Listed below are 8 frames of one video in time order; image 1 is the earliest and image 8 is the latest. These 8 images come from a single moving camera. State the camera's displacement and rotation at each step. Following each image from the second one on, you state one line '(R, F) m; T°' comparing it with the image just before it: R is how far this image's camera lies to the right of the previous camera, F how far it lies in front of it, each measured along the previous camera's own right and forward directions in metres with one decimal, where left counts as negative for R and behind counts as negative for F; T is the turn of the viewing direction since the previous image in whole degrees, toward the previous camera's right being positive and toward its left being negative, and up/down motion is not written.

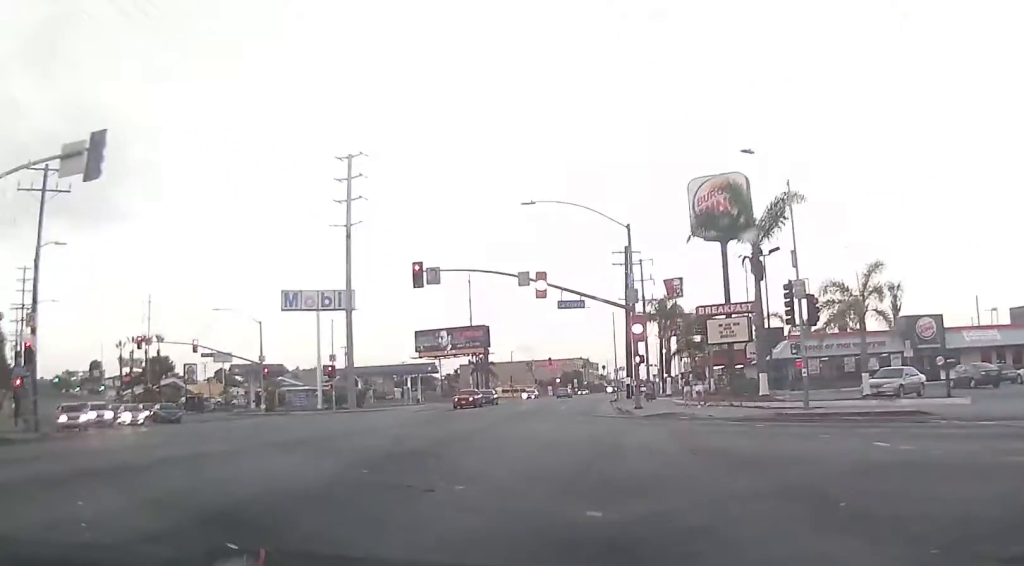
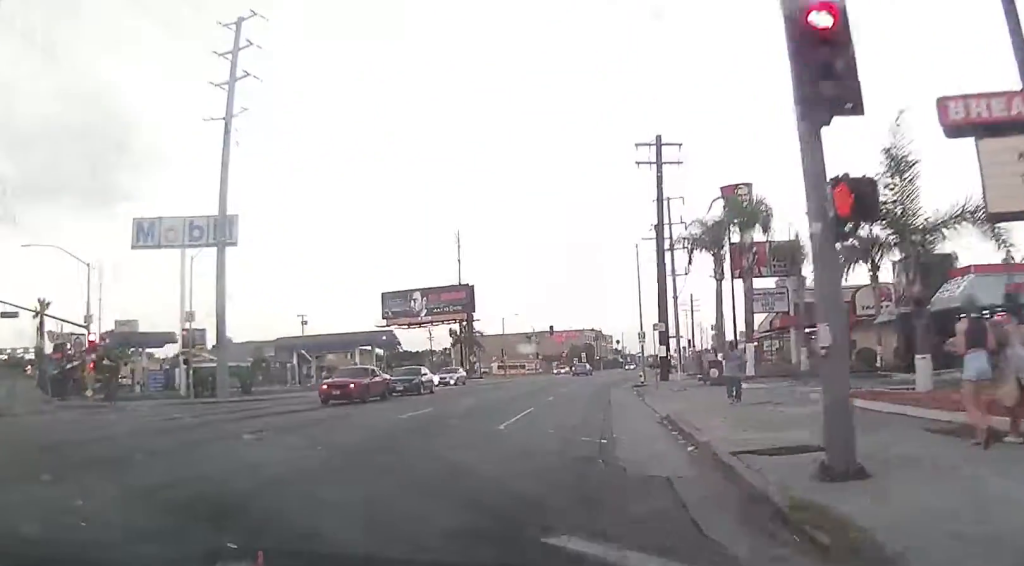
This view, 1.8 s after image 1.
(+0.8, +32.5) m; +1°
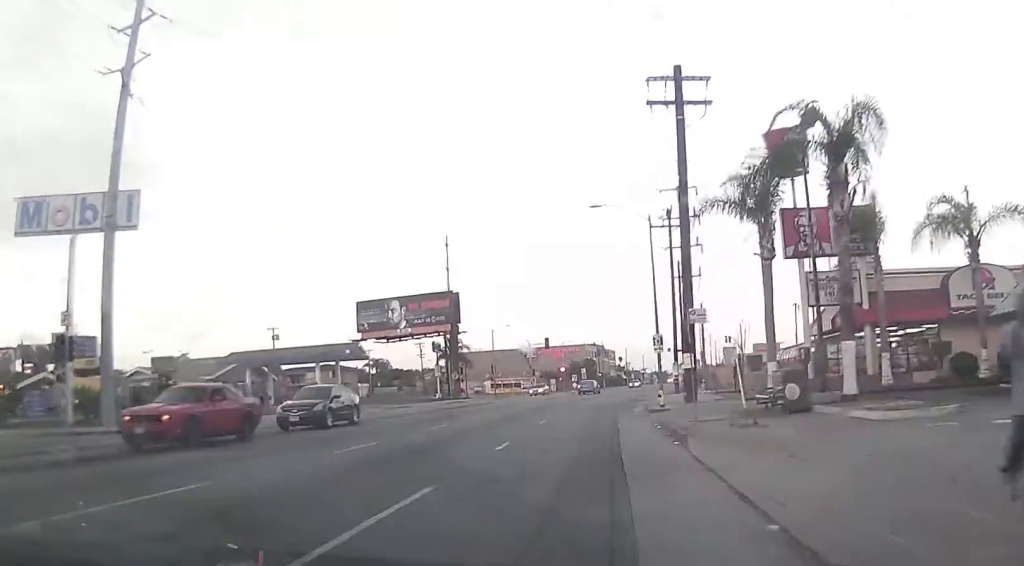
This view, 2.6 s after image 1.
(-0.3, +14.1) m; -1°
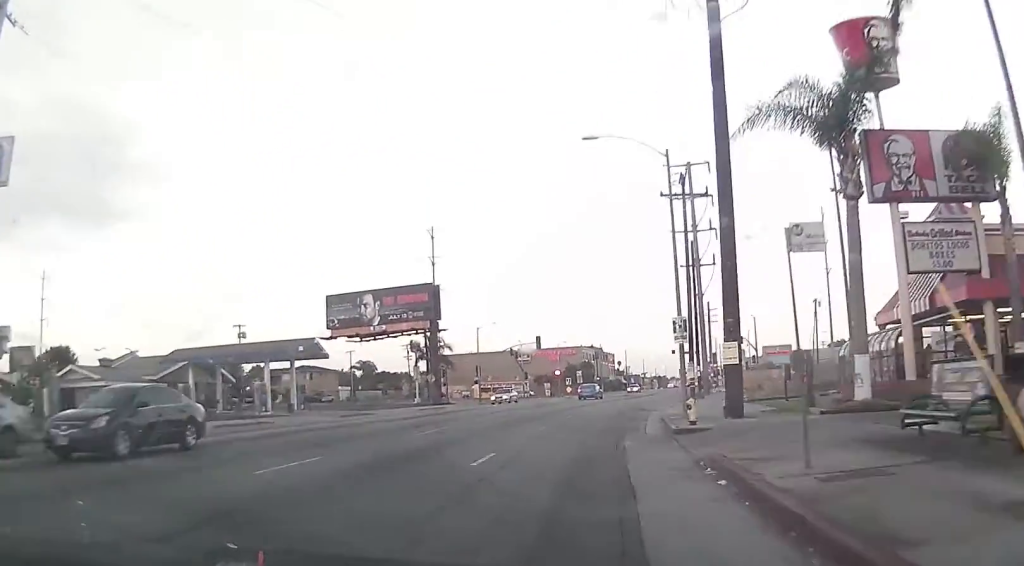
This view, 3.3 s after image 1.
(-0.4, +12.1) m; 0°
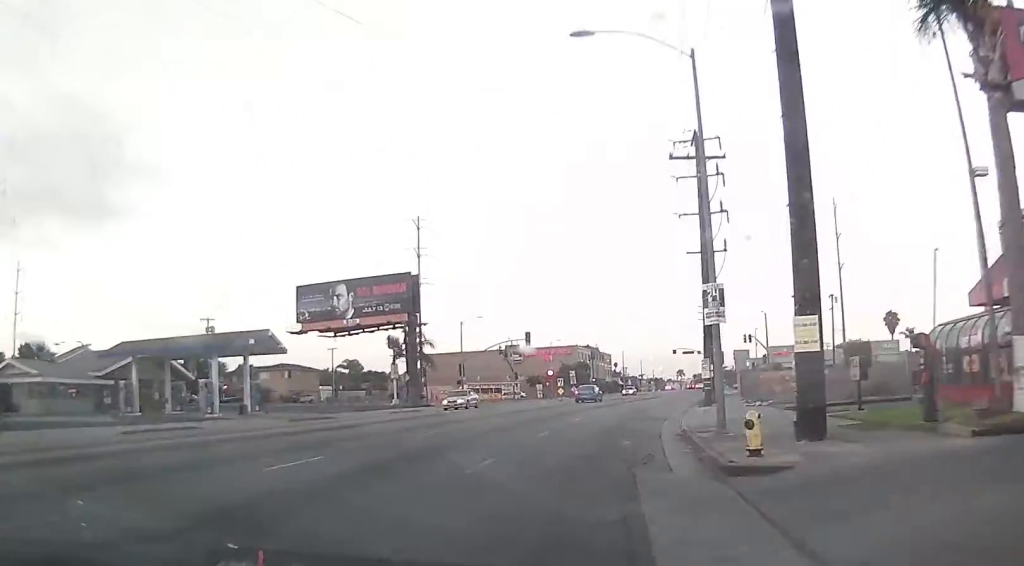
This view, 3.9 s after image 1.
(+0.2, +9.1) m; +2°
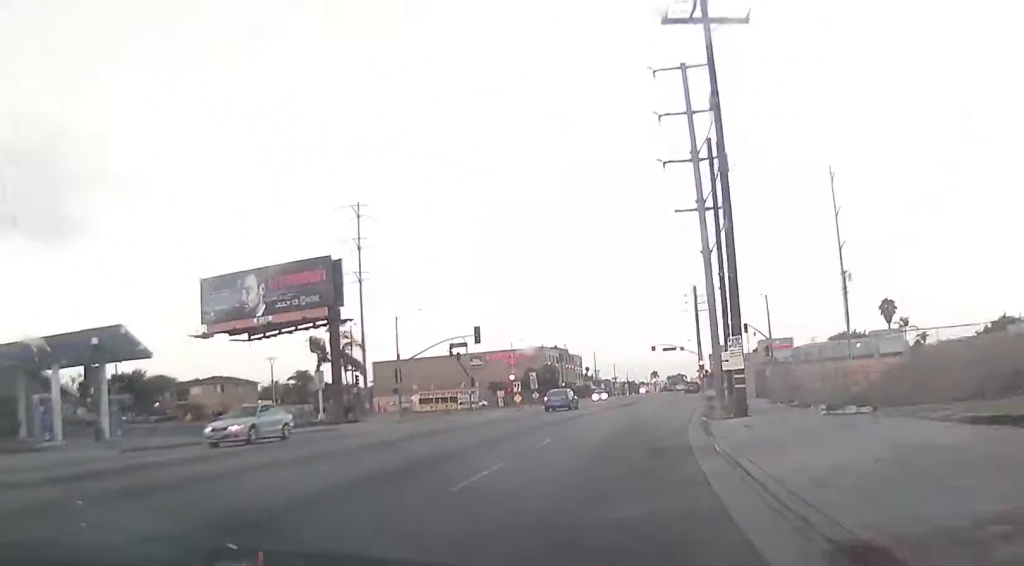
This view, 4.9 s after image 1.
(+0.5, +16.7) m; +2°
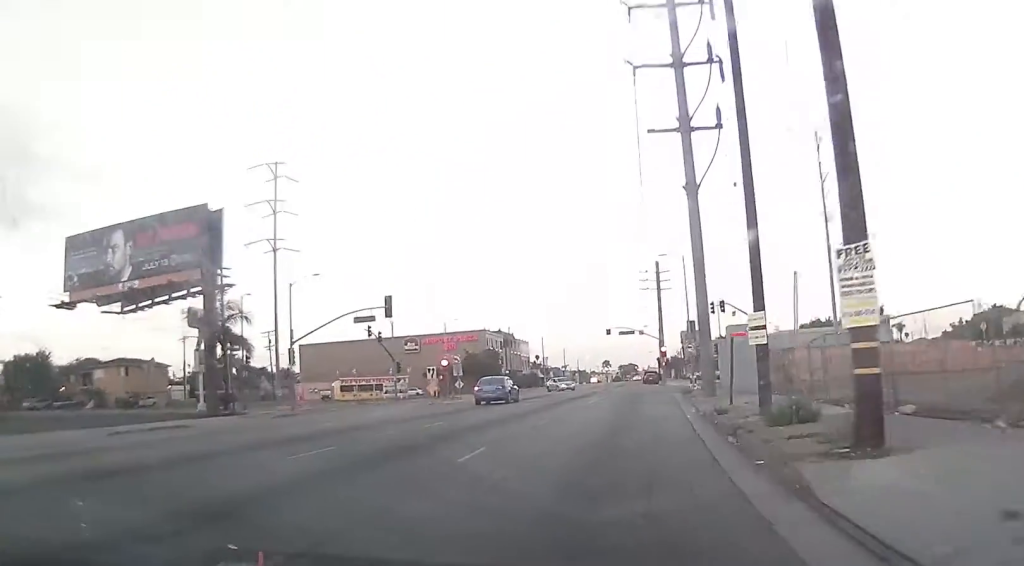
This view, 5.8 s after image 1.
(+0.2, +15.3) m; +2°
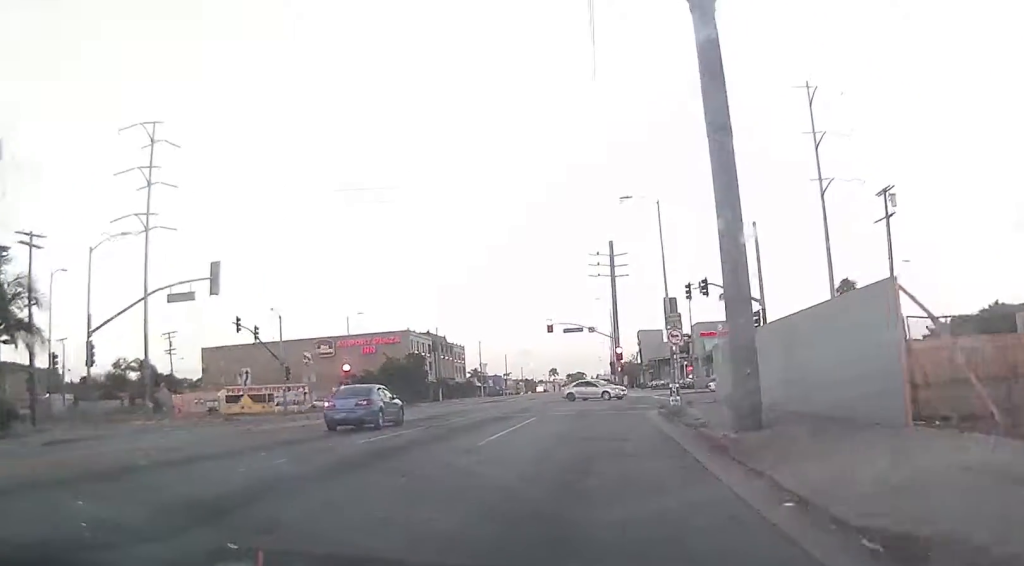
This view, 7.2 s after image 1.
(+0.7, +20.2) m; +3°
